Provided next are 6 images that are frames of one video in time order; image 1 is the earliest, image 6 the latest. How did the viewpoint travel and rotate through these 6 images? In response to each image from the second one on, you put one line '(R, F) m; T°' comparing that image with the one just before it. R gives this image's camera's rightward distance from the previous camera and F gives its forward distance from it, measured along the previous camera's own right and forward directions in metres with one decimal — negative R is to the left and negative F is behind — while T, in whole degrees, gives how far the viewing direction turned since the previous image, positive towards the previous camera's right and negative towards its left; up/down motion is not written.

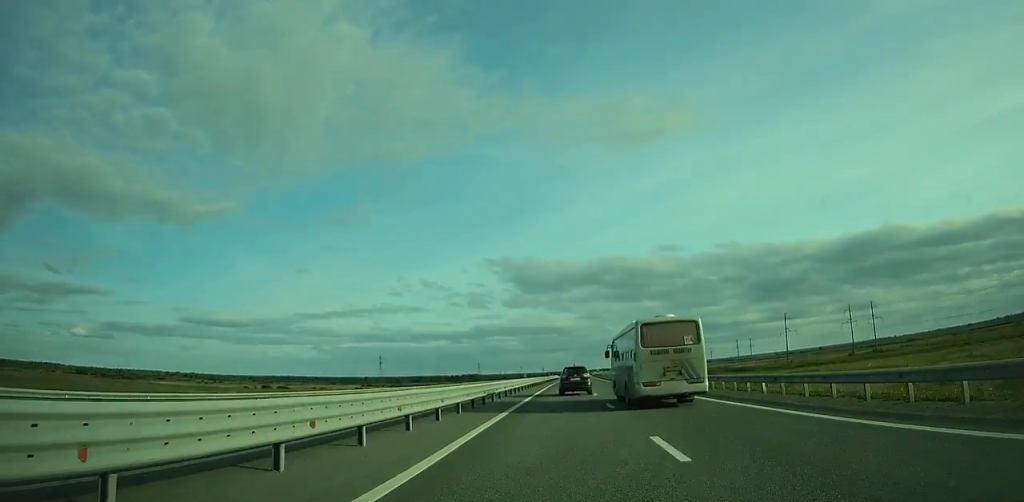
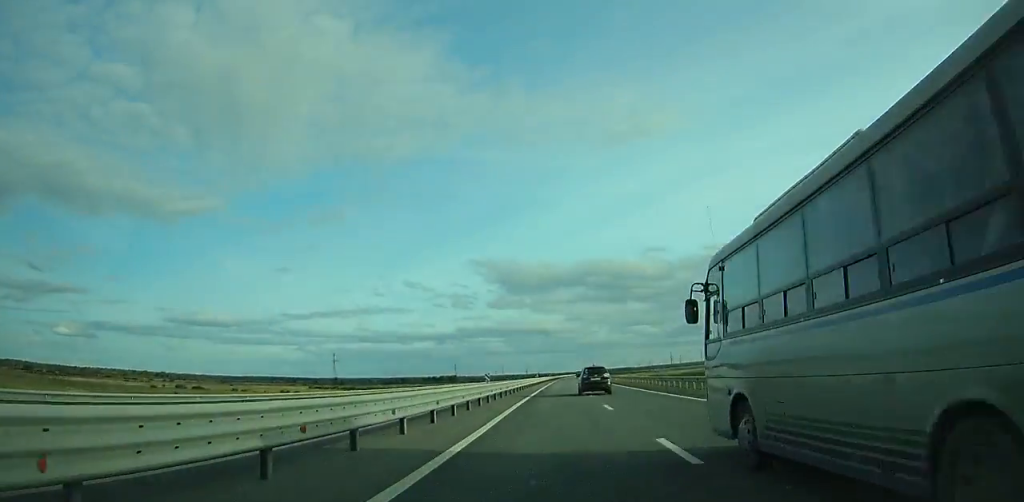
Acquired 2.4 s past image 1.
(+1.1, +73.1) m; +2°
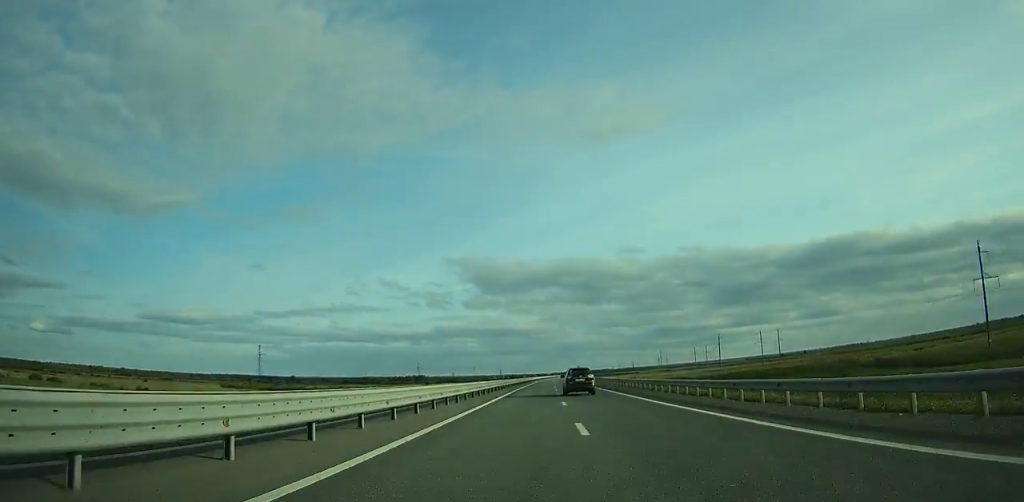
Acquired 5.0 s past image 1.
(+1.3, +78.4) m; +1°
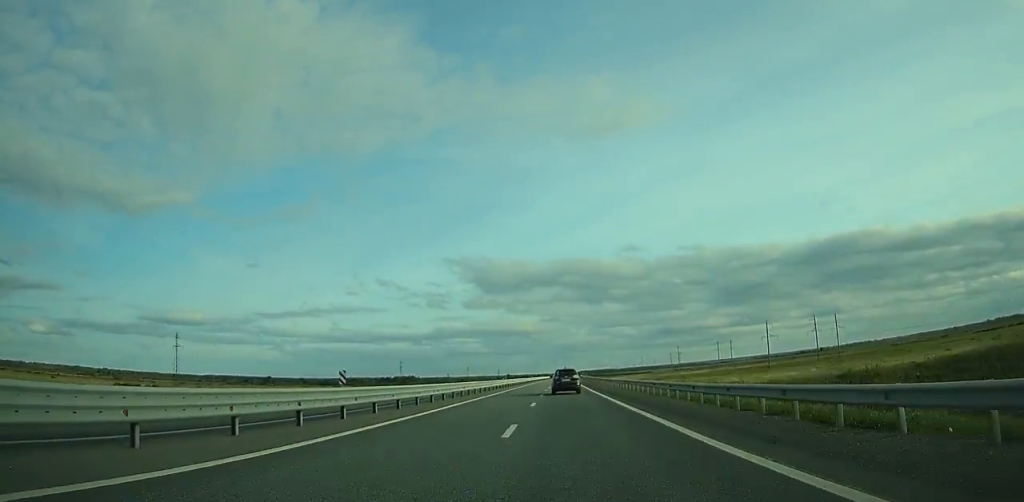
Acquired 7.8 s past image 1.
(+1.0, +82.8) m; +1°
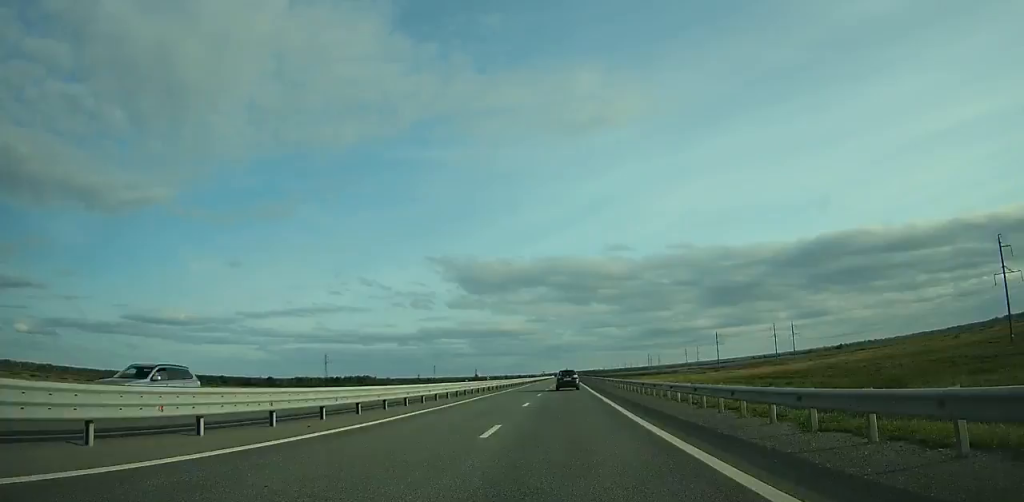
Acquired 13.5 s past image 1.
(+1.8, +164.3) m; +1°
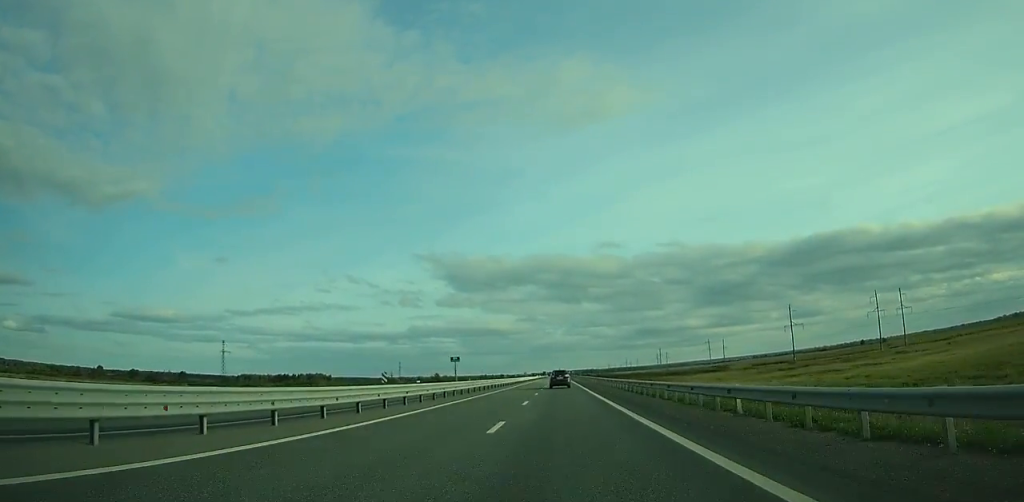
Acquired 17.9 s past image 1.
(+1.1, +131.7) m; +1°
